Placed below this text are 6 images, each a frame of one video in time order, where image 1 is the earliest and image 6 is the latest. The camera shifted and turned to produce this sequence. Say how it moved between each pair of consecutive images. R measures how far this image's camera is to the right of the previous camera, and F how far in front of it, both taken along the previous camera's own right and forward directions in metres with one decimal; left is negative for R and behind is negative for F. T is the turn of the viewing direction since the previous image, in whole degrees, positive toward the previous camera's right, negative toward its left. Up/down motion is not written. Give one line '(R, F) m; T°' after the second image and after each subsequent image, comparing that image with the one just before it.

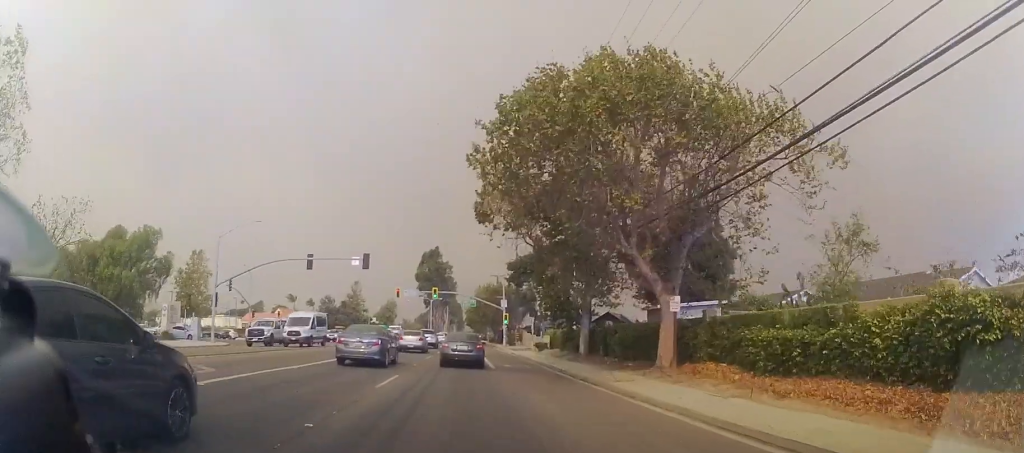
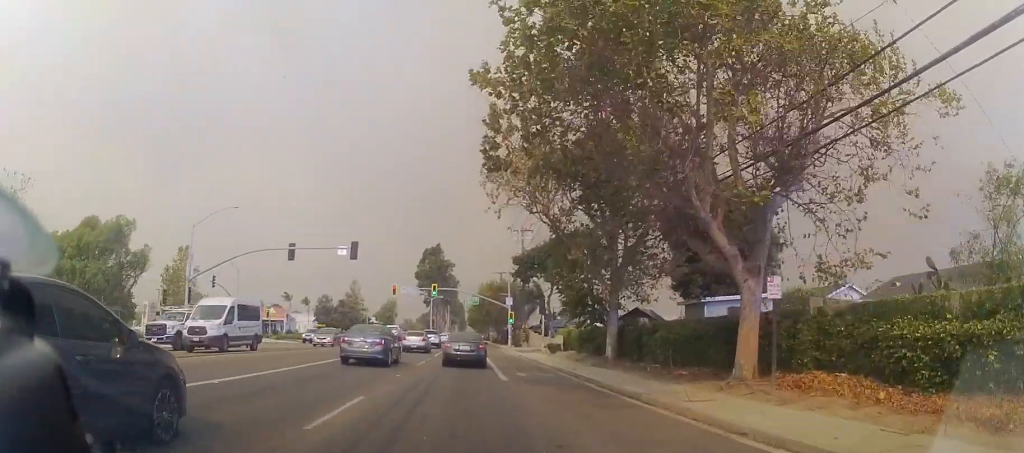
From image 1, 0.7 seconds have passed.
(0.0, +5.7) m; 0°
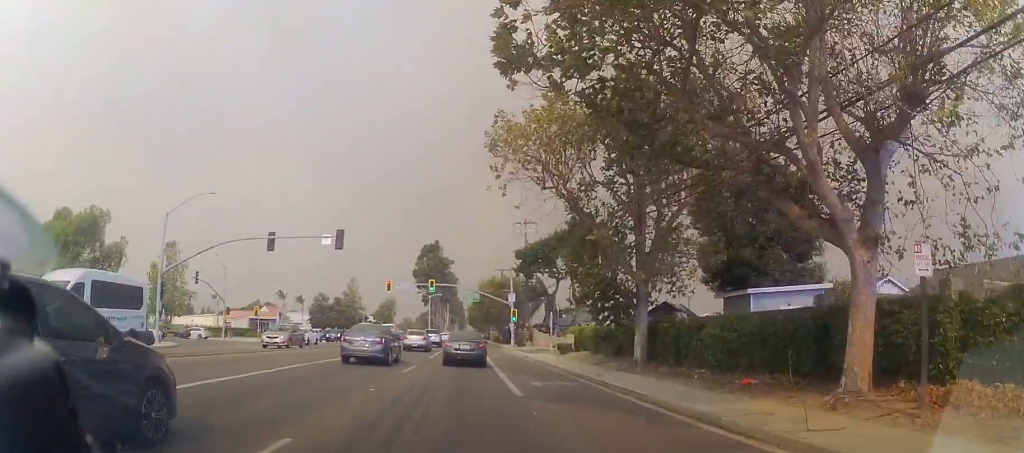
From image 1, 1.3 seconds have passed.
(0.0, +4.6) m; 0°
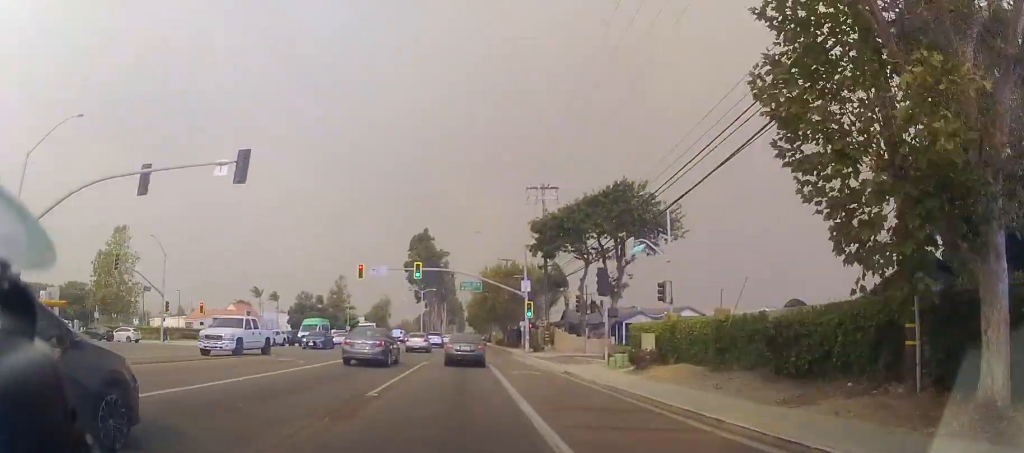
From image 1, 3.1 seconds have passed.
(+0.7, +18.4) m; +2°
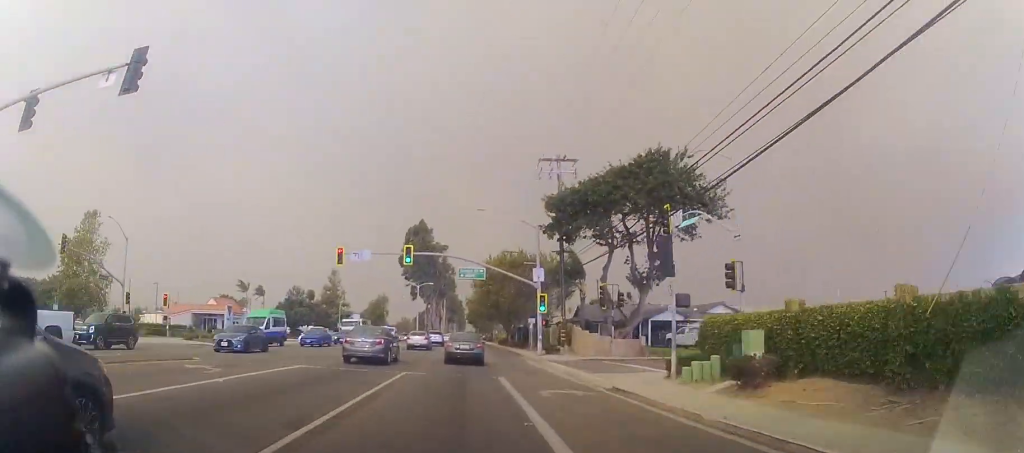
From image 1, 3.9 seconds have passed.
(-0.2, +8.8) m; -2°
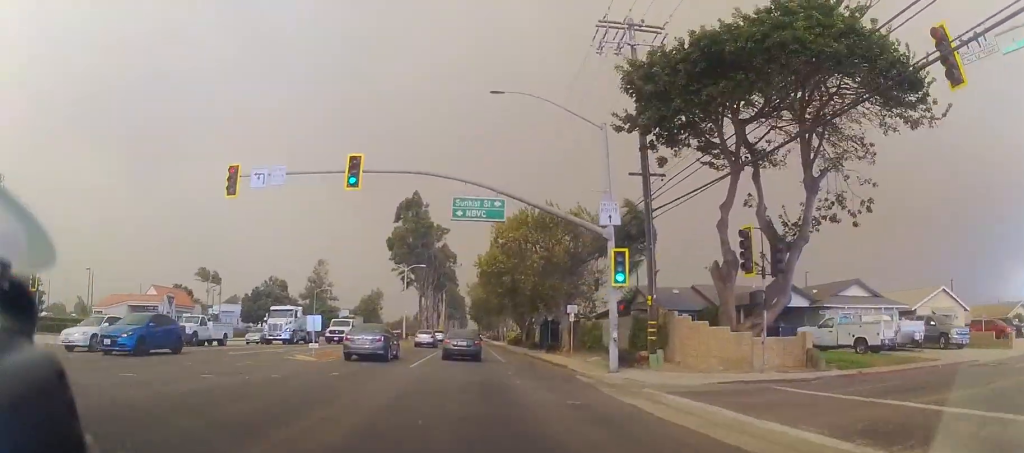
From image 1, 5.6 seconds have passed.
(-0.3, +21.3) m; -1°
